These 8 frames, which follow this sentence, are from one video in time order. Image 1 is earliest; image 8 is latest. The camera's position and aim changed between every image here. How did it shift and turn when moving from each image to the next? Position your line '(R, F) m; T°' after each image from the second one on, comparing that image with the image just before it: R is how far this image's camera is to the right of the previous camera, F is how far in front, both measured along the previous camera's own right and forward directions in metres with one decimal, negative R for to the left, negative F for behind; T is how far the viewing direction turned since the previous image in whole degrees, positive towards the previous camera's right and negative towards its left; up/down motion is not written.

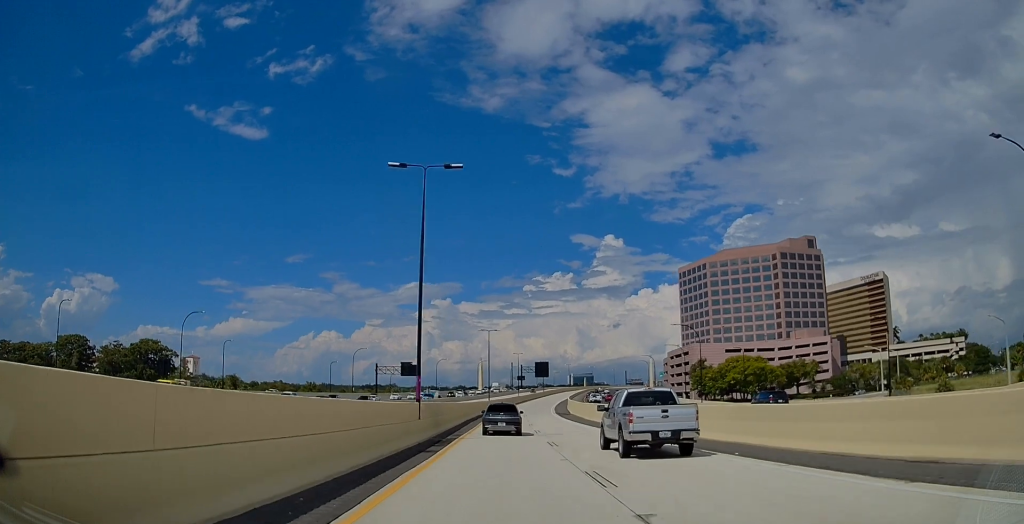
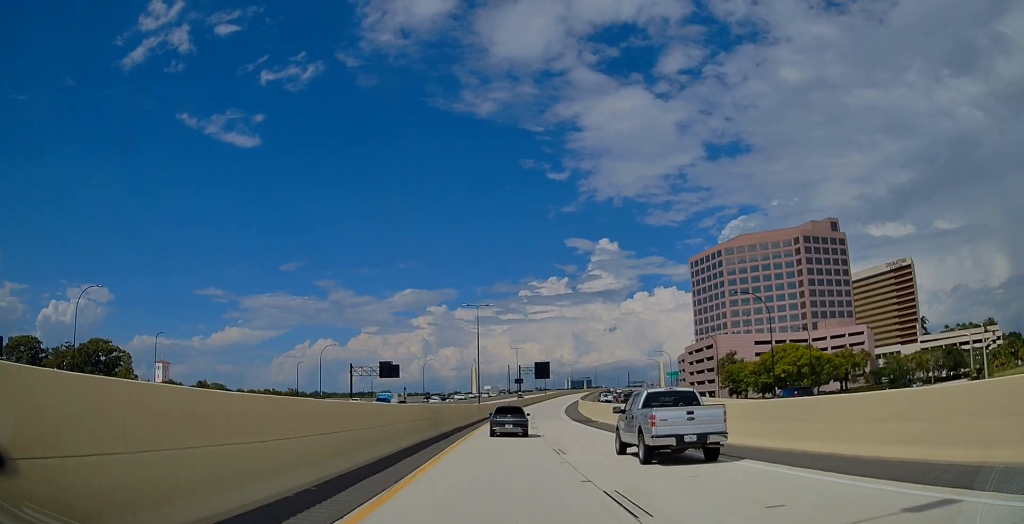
(0.0, +28.1) m; +1°
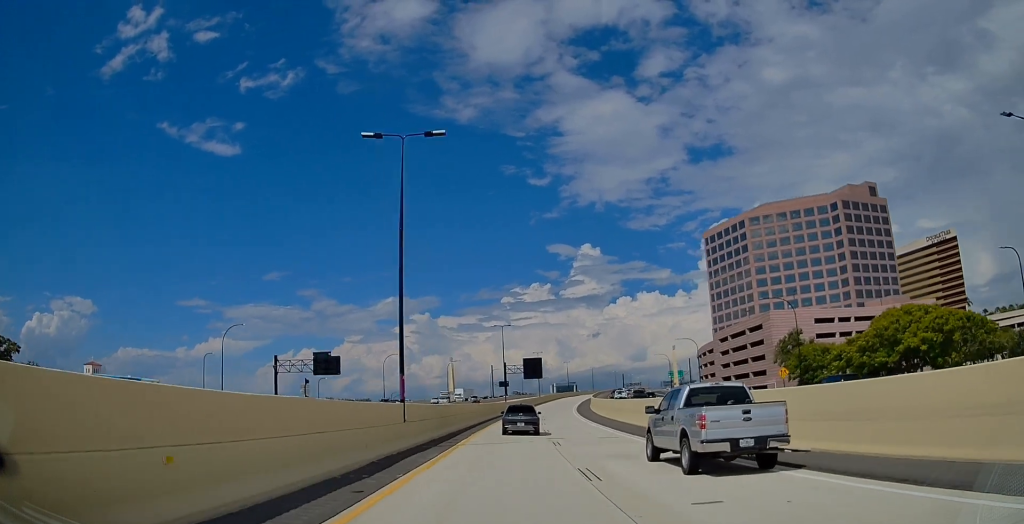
(+0.3, +45.5) m; +2°
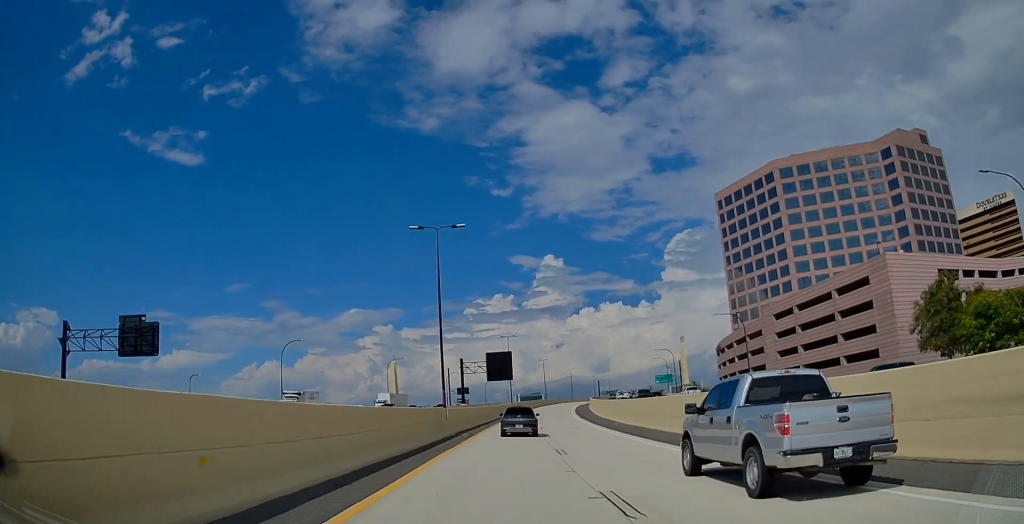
(+0.9, +54.3) m; +3°
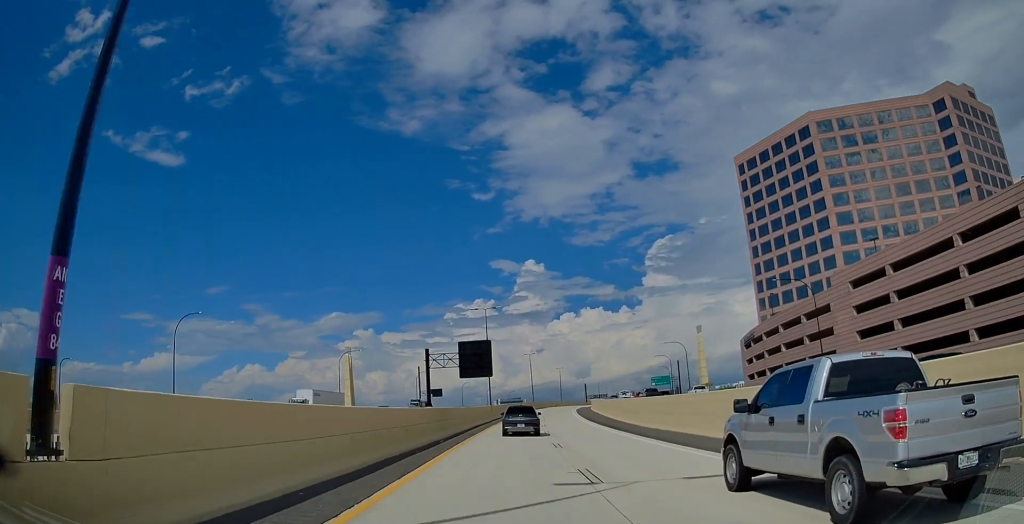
(+1.0, +32.7) m; +2°
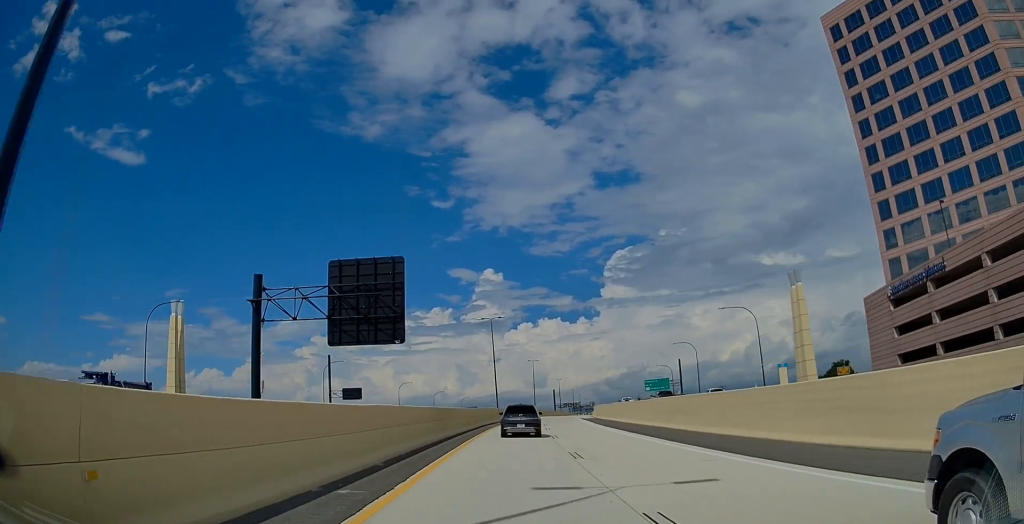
(+2.1, +67.2) m; +4°
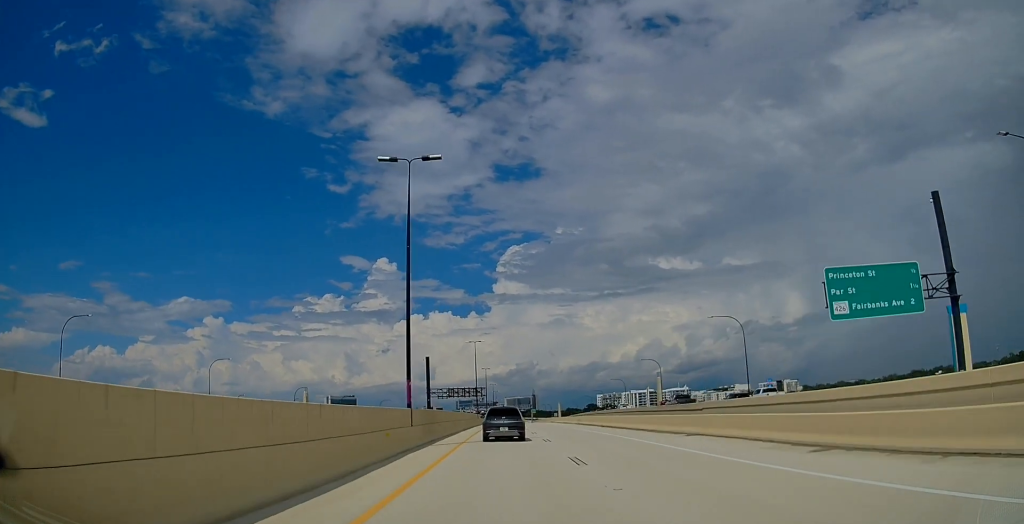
(+16.7, +187.4) m; +9°
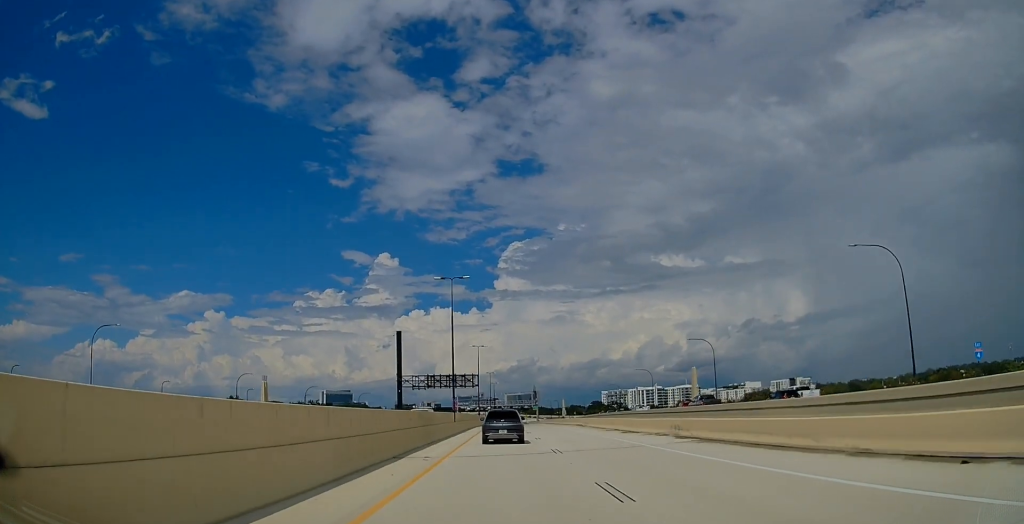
(+0.4, +43.5) m; +1°
